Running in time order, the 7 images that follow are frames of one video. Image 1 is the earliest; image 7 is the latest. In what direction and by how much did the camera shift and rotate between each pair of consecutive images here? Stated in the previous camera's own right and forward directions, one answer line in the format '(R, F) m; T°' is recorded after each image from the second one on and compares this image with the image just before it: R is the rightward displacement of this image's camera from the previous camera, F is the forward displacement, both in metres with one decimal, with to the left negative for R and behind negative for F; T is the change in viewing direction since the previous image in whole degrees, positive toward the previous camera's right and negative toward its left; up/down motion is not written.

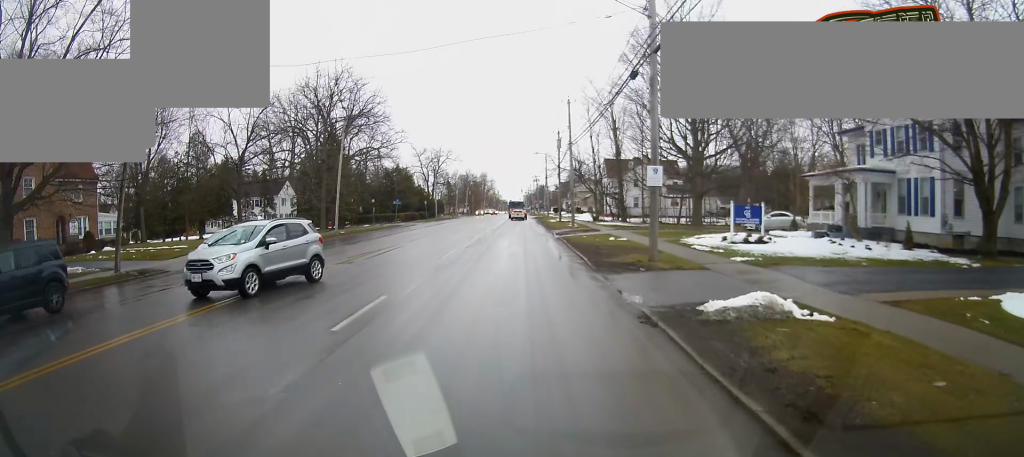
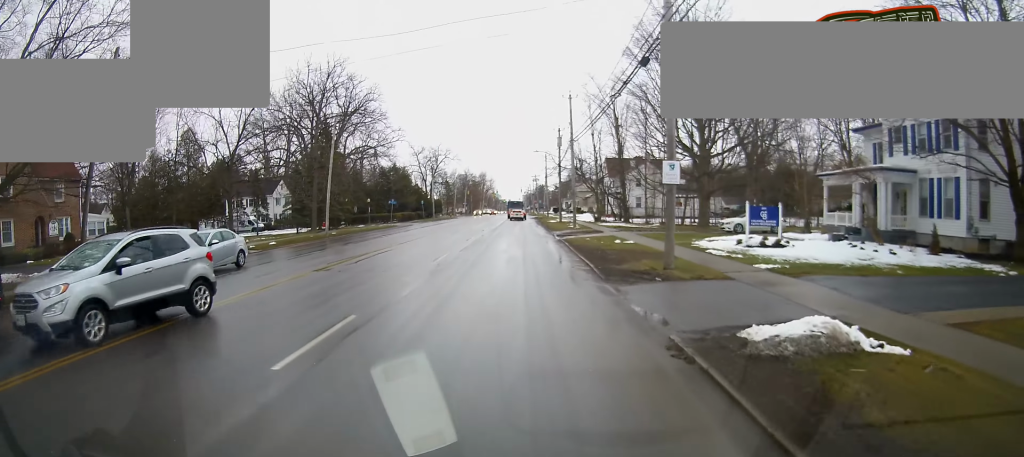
(+0.1, +2.2) m; +1°
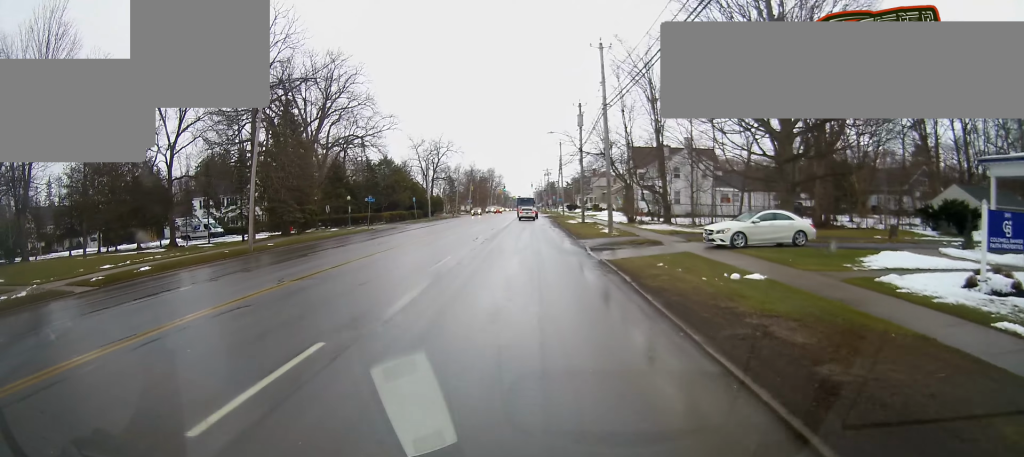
(+0.3, +11.6) m; 0°
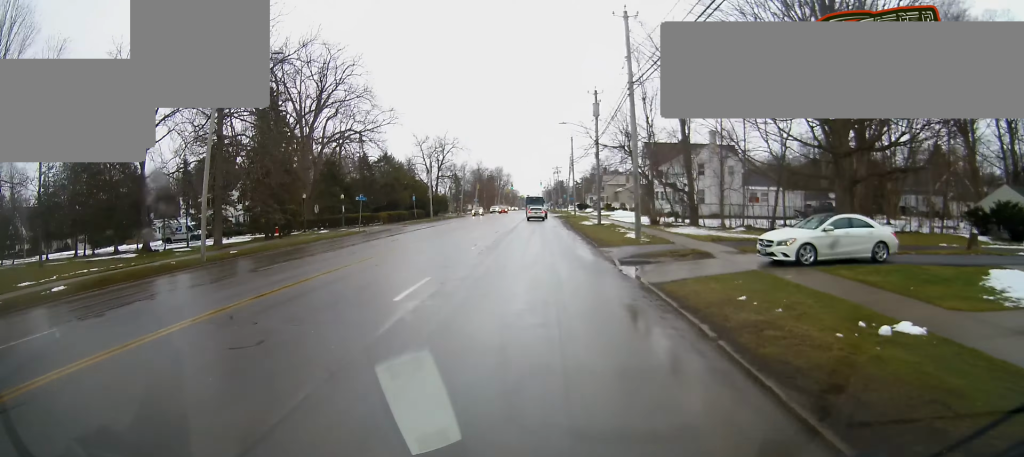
(-0.1, +5.2) m; -1°
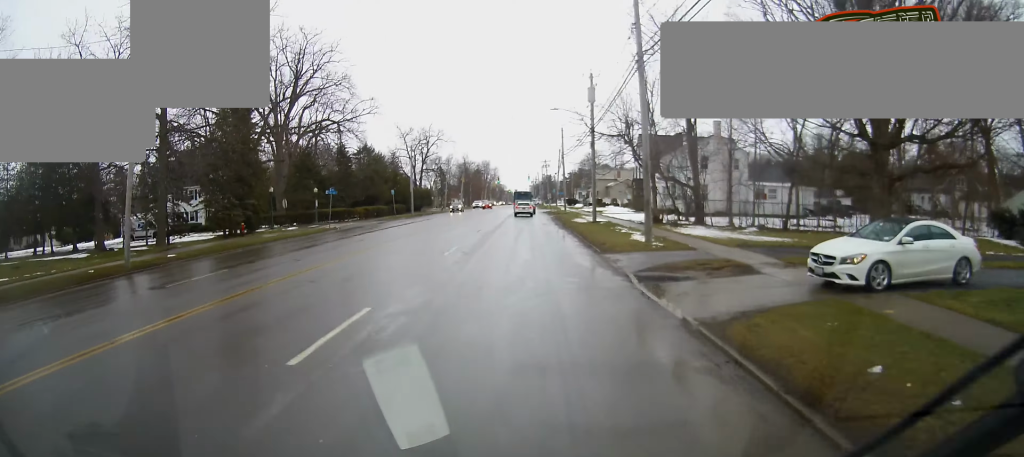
(0.0, +4.6) m; 0°
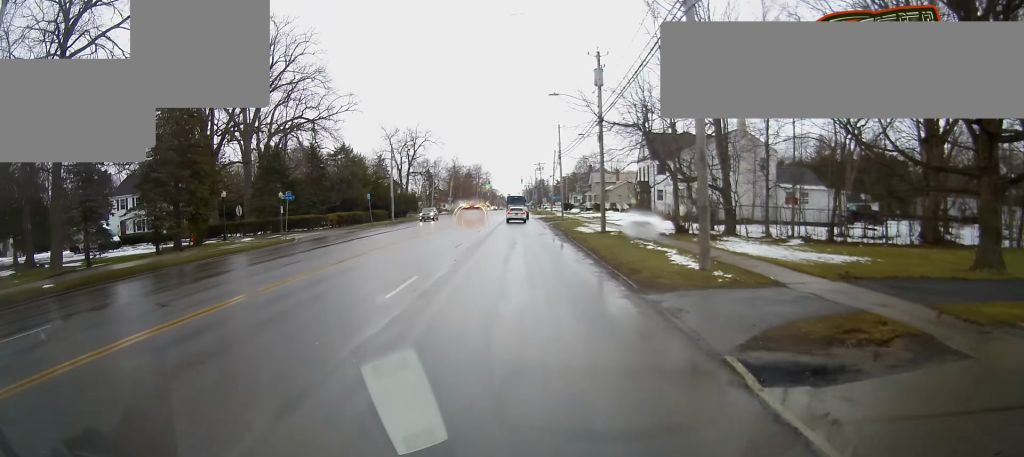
(0.0, +7.3) m; 0°
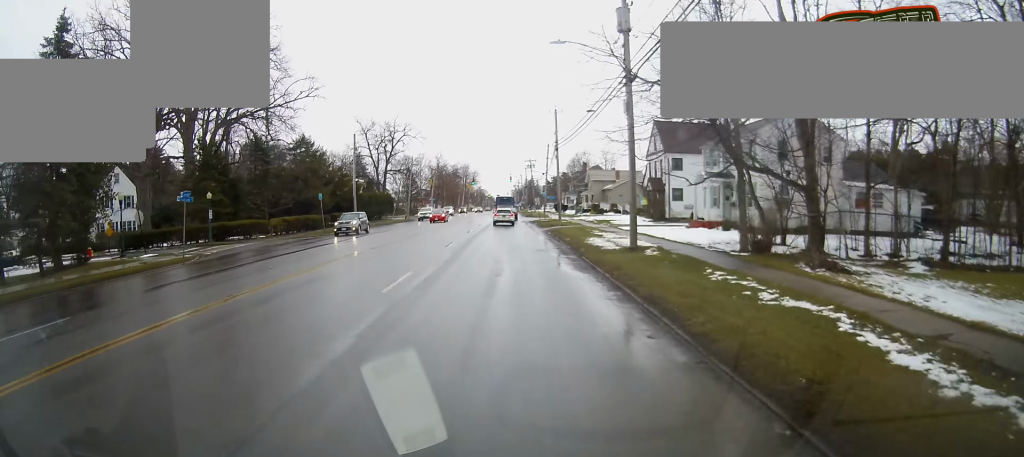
(0.0, +10.8) m; 0°
